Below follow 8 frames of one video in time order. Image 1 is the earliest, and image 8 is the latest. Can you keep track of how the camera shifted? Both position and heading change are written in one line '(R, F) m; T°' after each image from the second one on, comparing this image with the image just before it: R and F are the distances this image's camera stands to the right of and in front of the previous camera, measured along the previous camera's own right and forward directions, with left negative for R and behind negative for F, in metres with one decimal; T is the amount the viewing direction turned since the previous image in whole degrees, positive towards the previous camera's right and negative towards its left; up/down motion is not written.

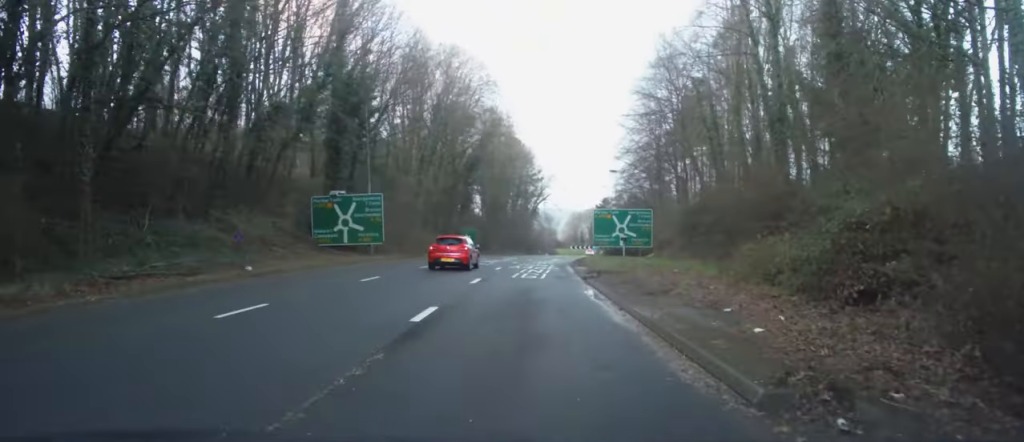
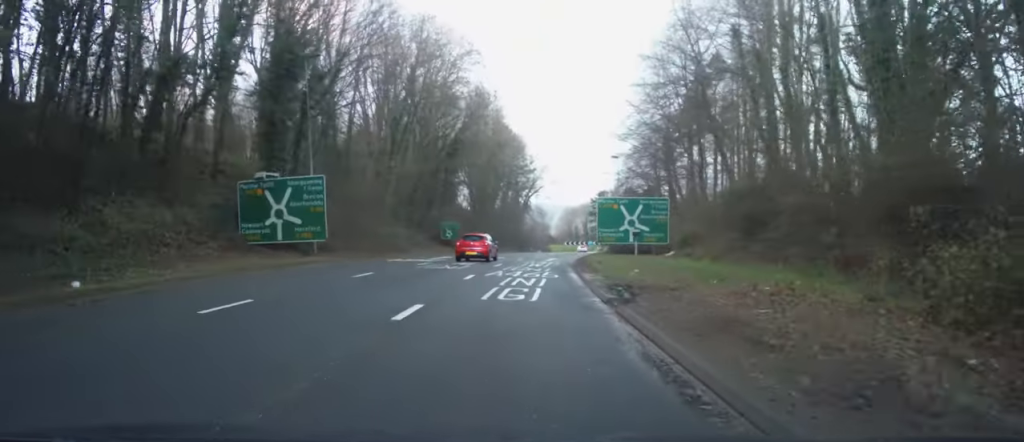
(-0.3, +9.5) m; -2°
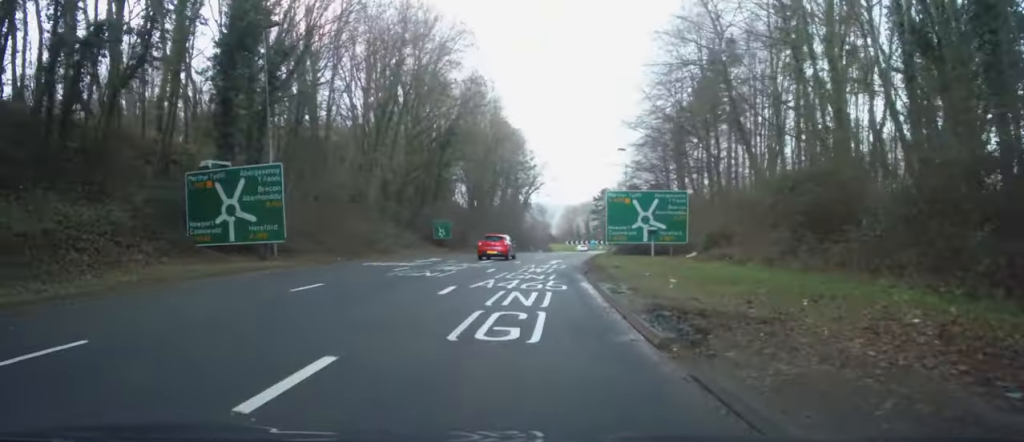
(0.0, +5.2) m; -1°
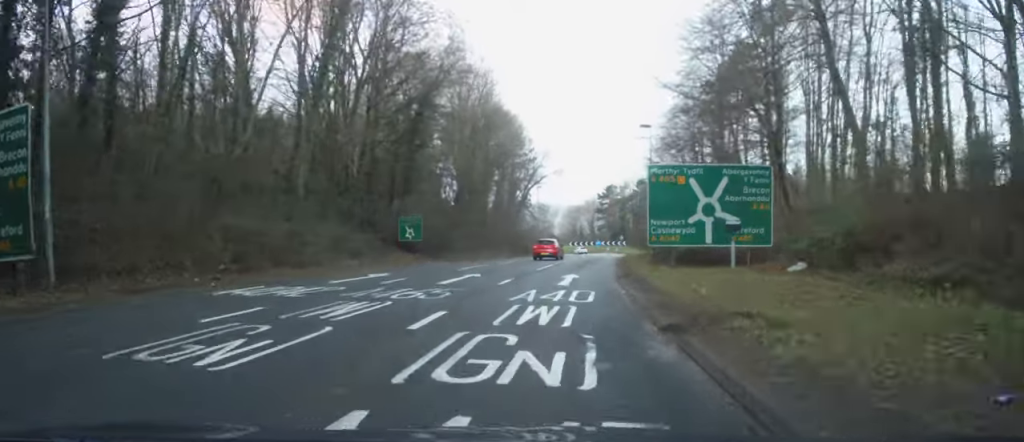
(-0.3, +13.6) m; +1°
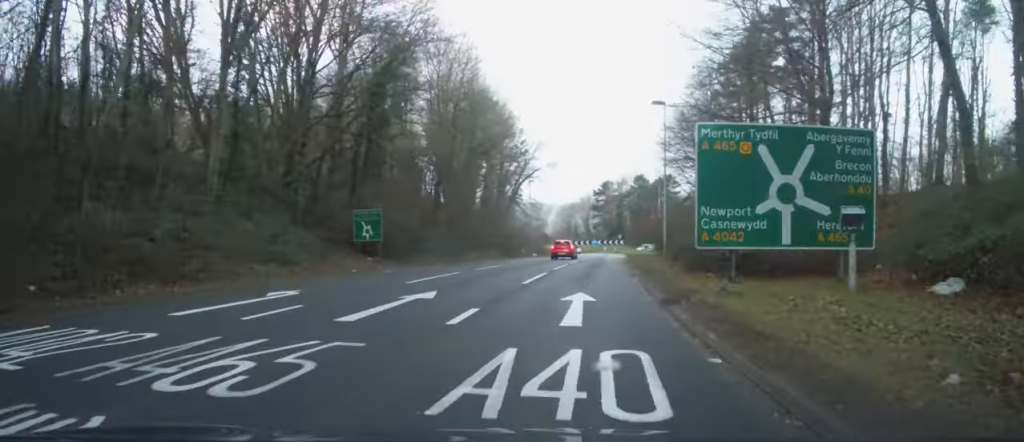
(+0.3, +8.3) m; +2°
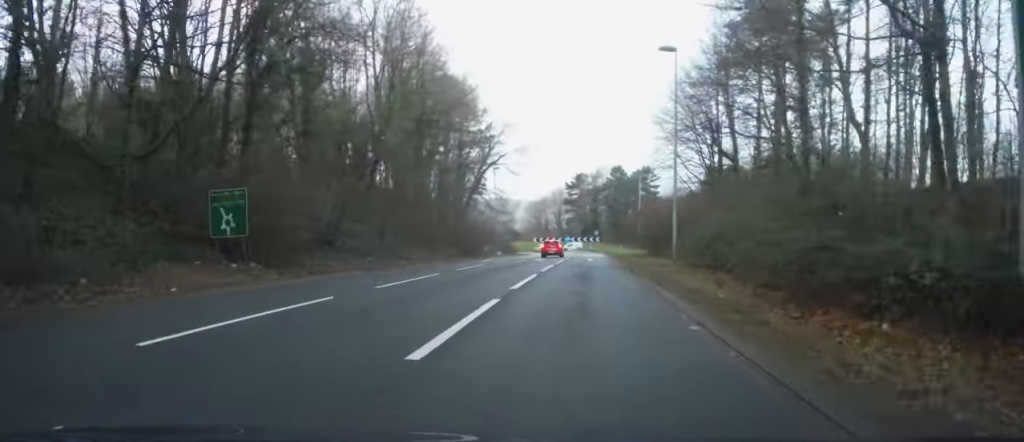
(+0.3, +11.7) m; +3°
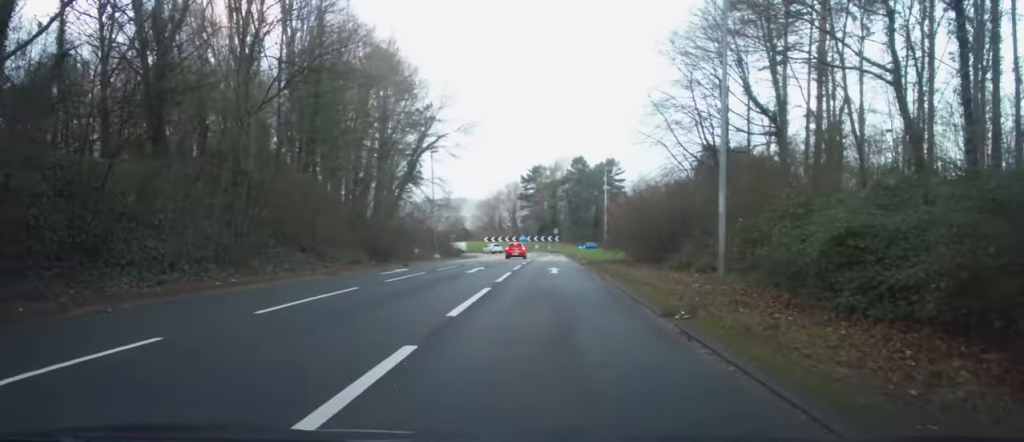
(+0.5, +13.9) m; +3°
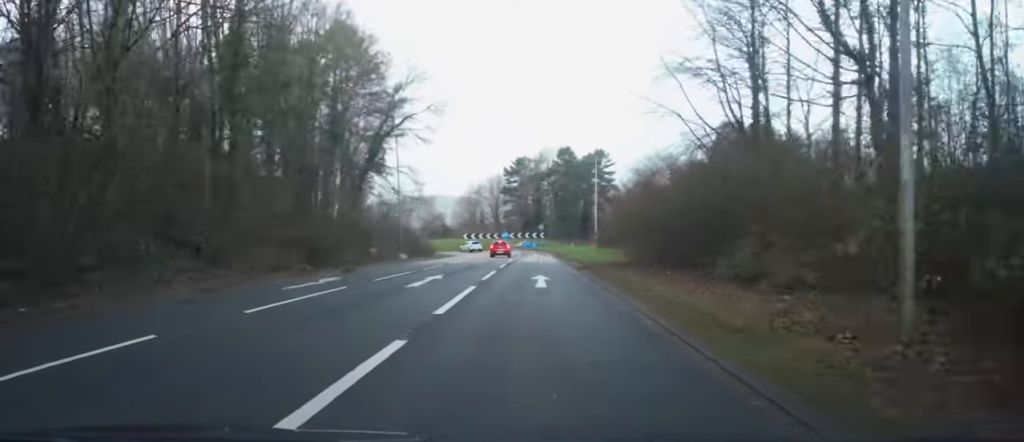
(-0.1, +8.6) m; +1°
